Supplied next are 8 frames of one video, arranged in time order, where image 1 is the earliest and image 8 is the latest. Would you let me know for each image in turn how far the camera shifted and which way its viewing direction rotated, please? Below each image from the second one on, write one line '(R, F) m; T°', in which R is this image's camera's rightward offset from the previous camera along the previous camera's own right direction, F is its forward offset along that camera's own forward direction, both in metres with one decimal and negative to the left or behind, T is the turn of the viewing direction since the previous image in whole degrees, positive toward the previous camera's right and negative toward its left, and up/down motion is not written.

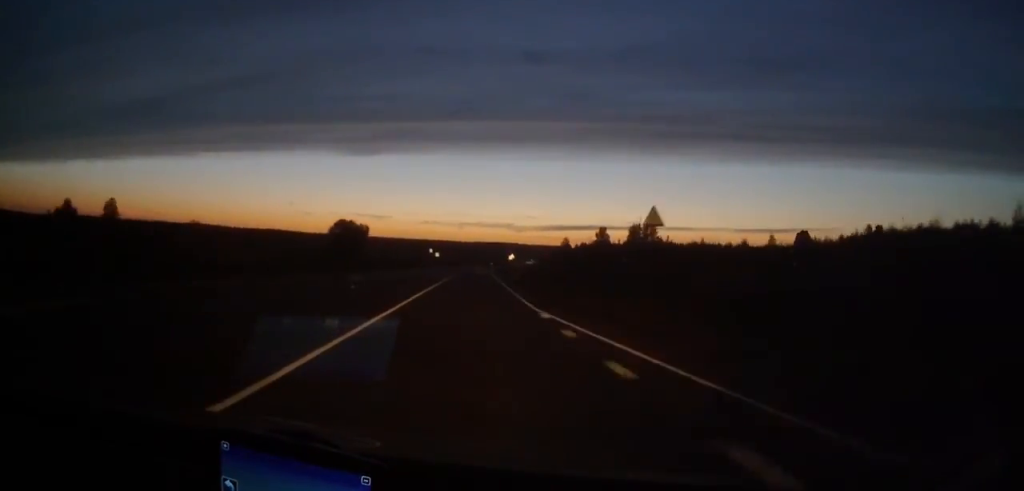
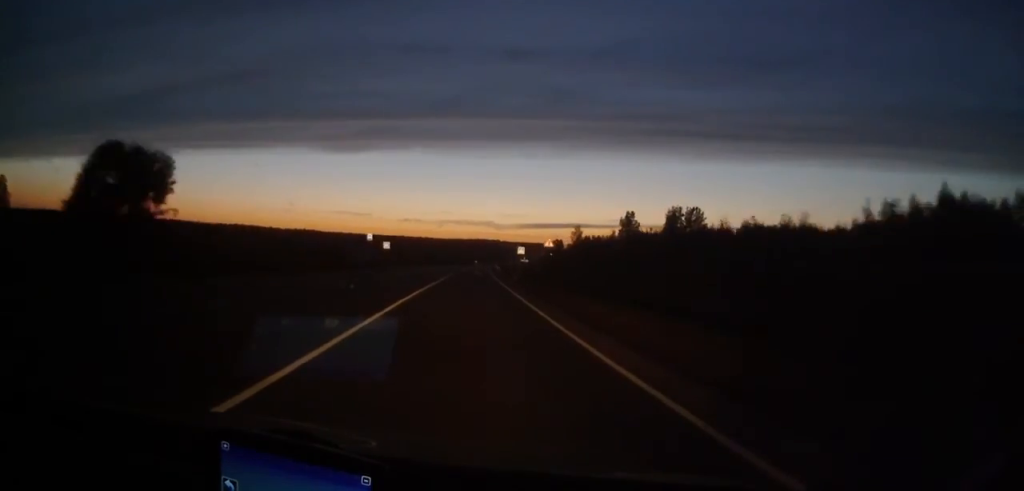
(+0.5, +73.0) m; +1°
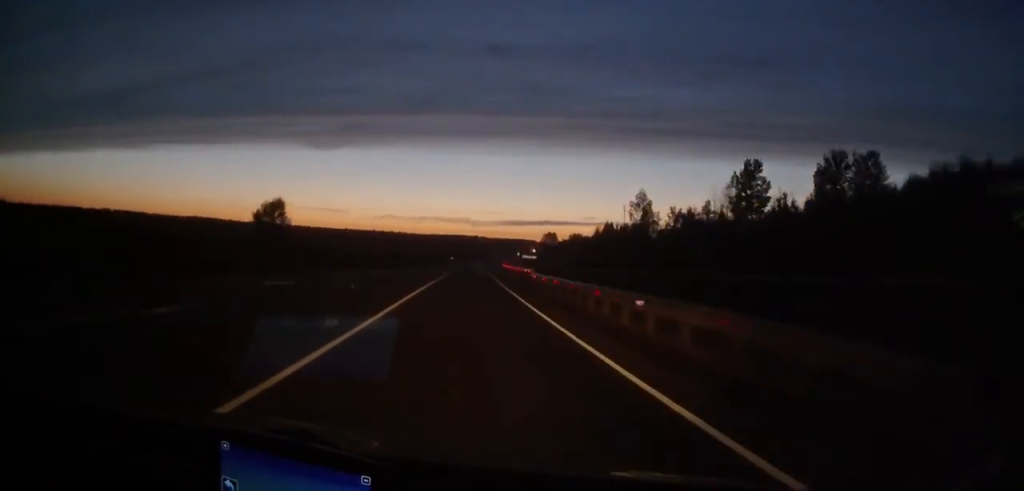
(+2.1, +99.7) m; +2°
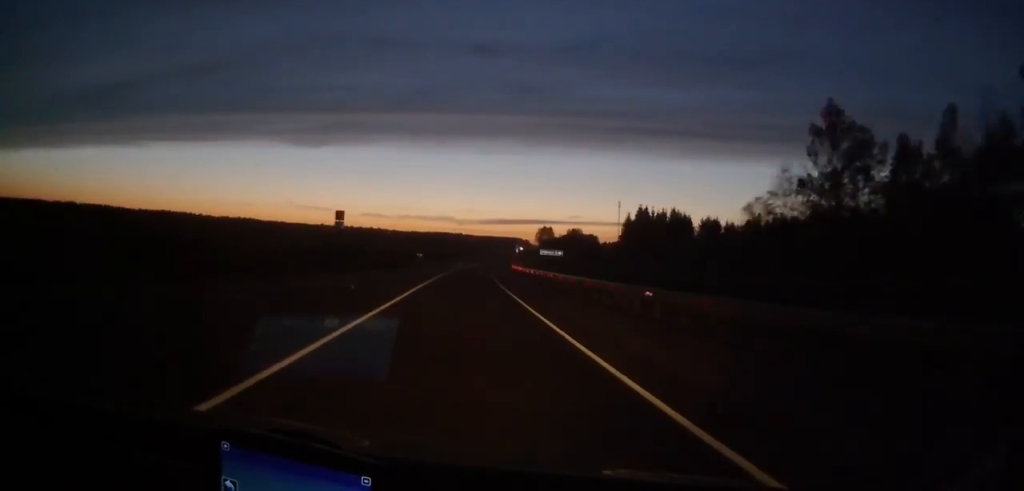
(+0.4, +66.8) m; +2°
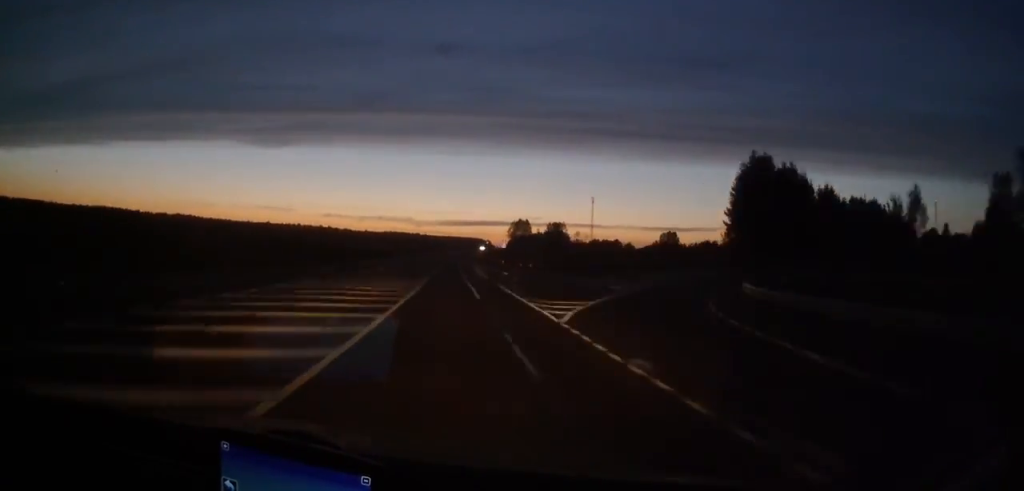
(+2.3, +91.7) m; +2°
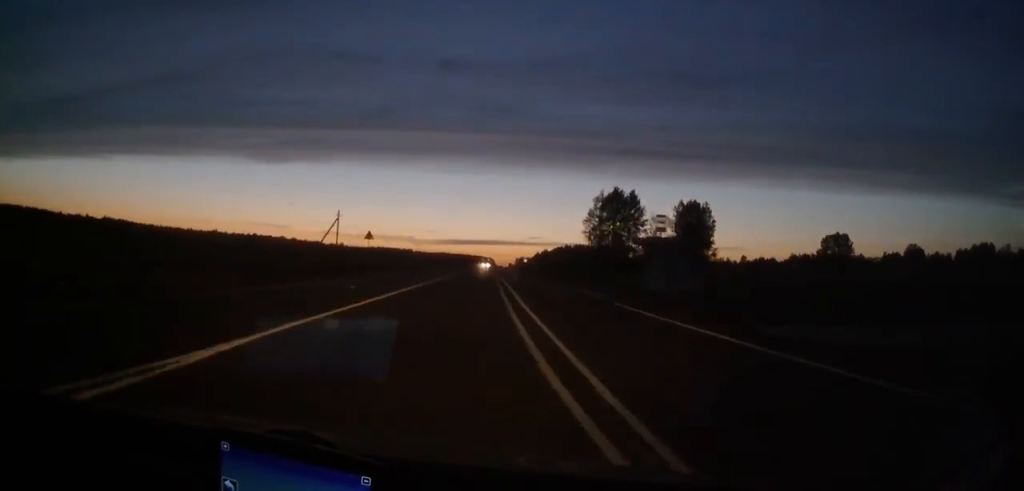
(+4.1, +219.6) m; +2°
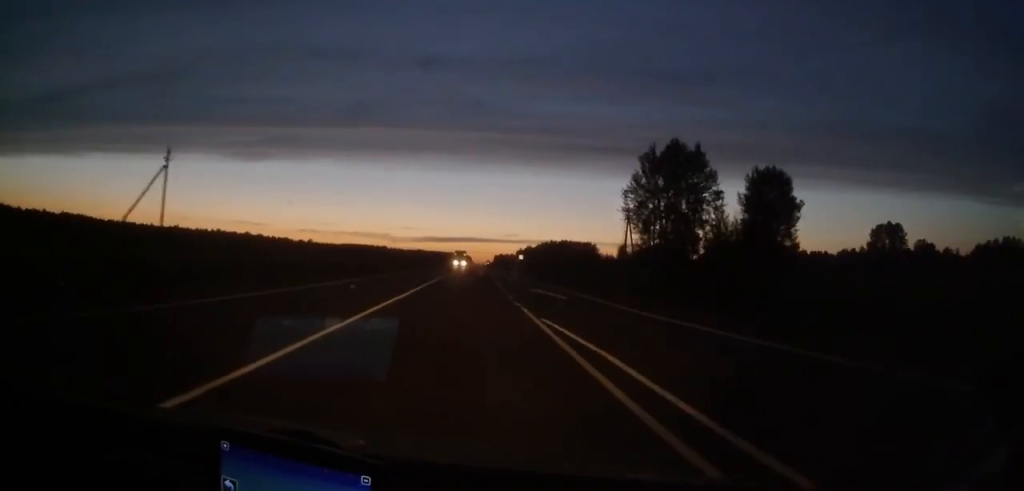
(+0.4, +51.4) m; +1°
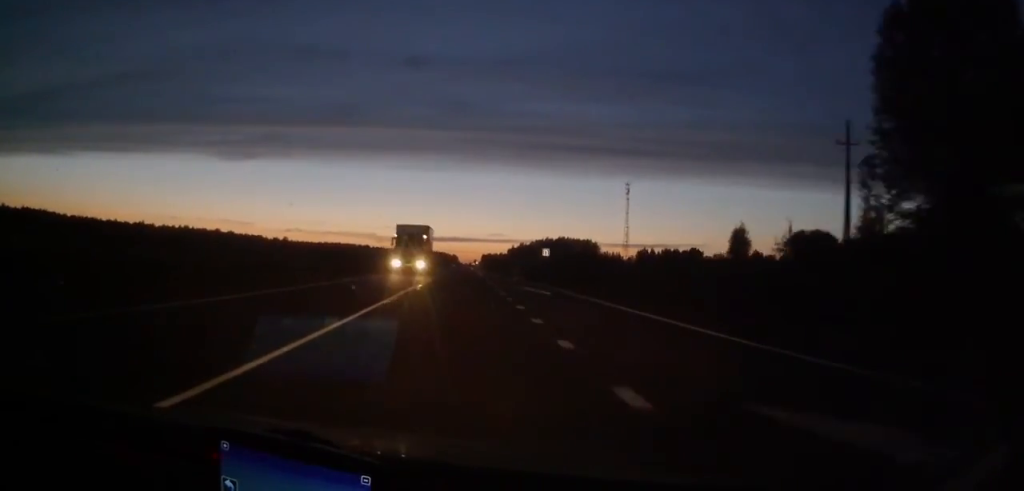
(+0.9, +57.8) m; +1°
